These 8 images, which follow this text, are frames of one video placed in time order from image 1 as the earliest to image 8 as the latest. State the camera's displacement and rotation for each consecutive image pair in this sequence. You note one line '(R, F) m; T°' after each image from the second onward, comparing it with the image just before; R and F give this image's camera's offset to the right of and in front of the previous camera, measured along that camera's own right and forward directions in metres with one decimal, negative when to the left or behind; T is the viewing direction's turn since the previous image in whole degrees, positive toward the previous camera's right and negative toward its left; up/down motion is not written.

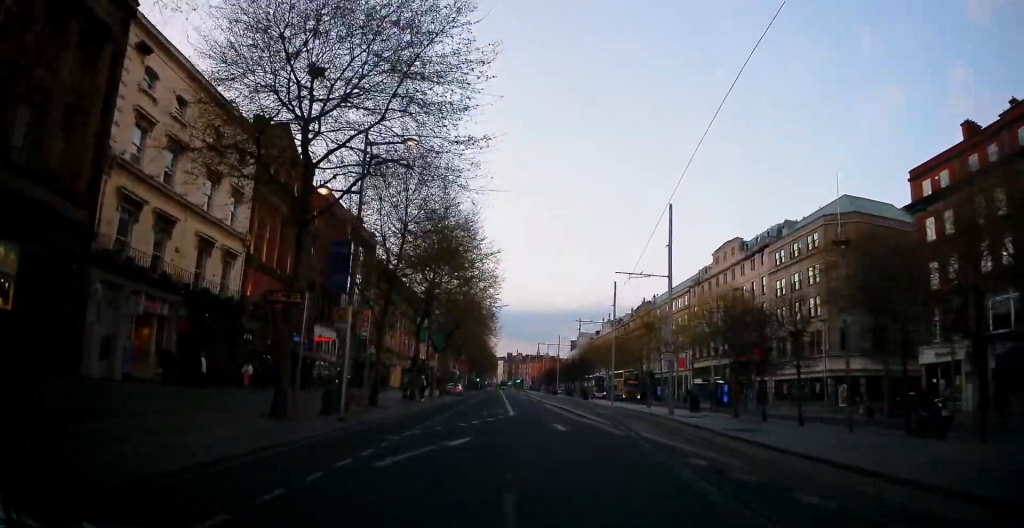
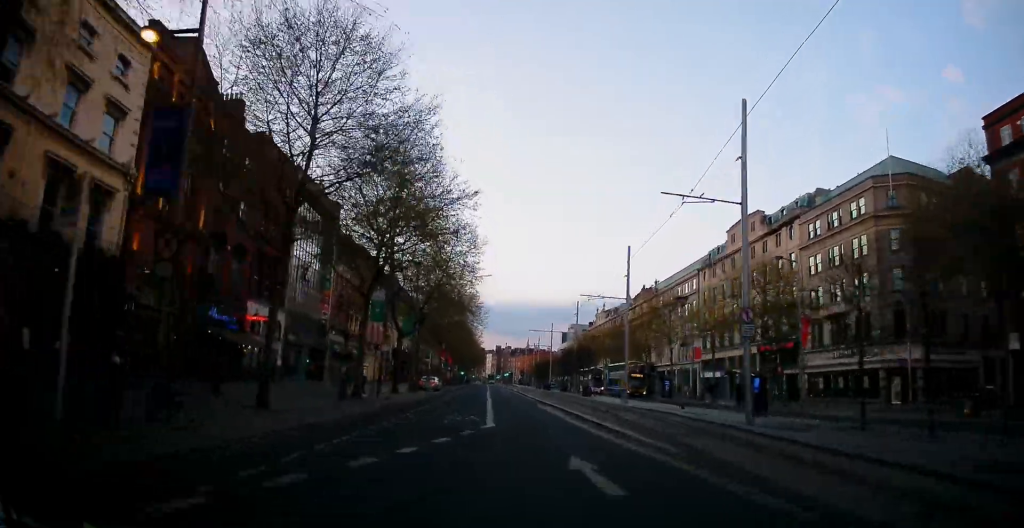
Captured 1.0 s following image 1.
(-0.1, +11.0) m; 0°
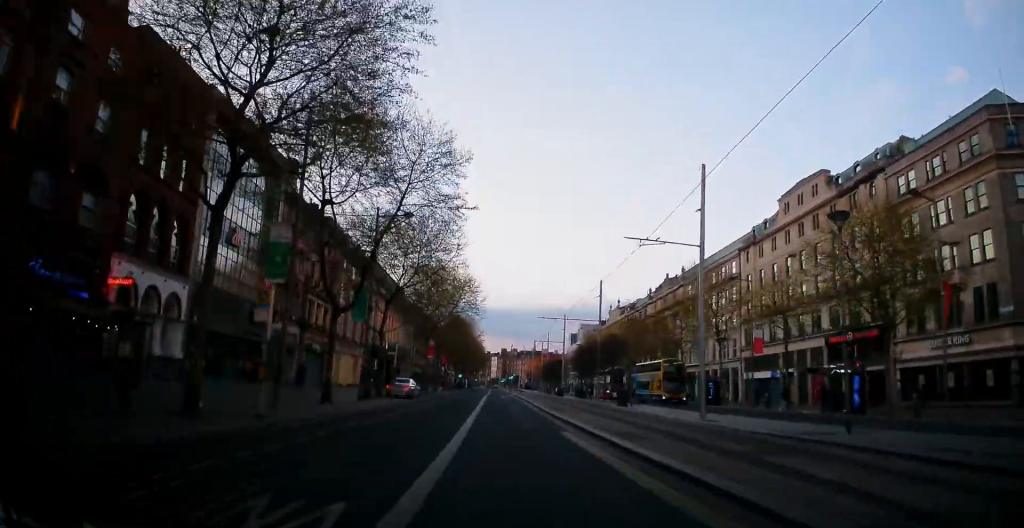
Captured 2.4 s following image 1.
(+0.3, +15.6) m; +2°
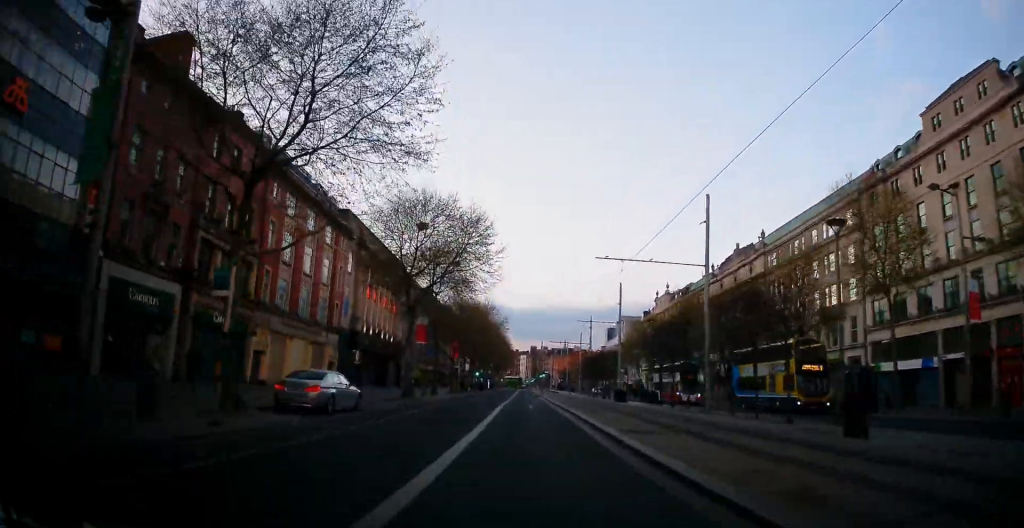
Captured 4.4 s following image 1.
(-0.8, +23.5) m; -4°
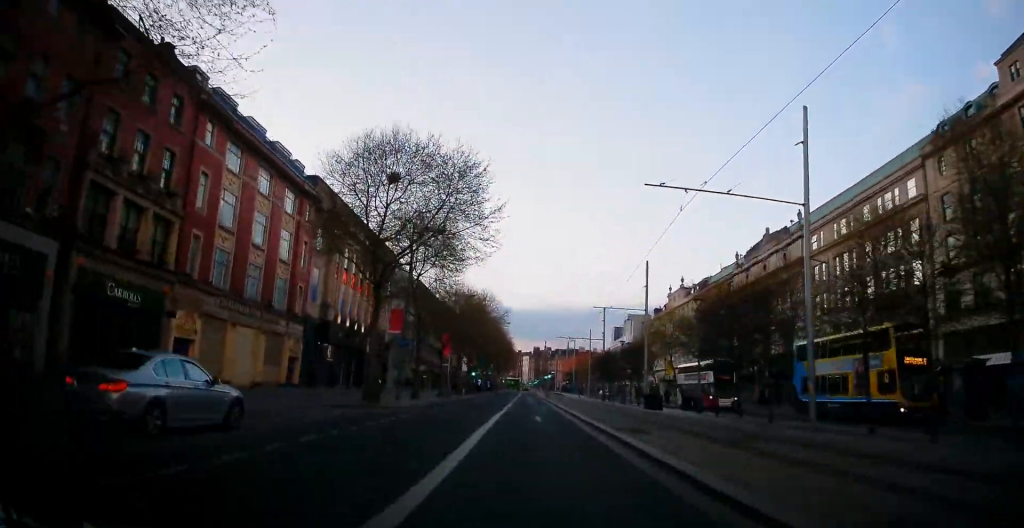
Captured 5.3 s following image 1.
(0.0, +10.2) m; 0°
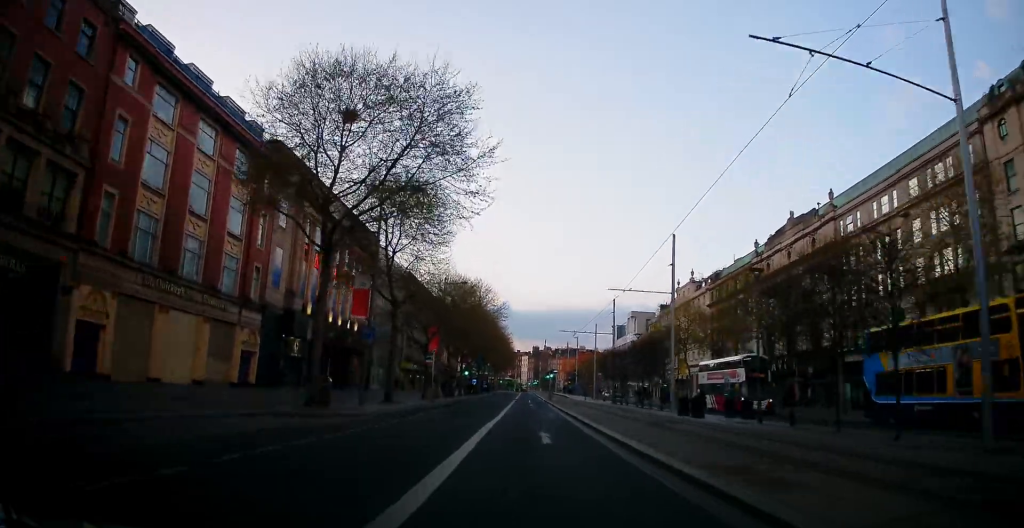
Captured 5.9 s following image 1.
(0.0, +7.4) m; 0°
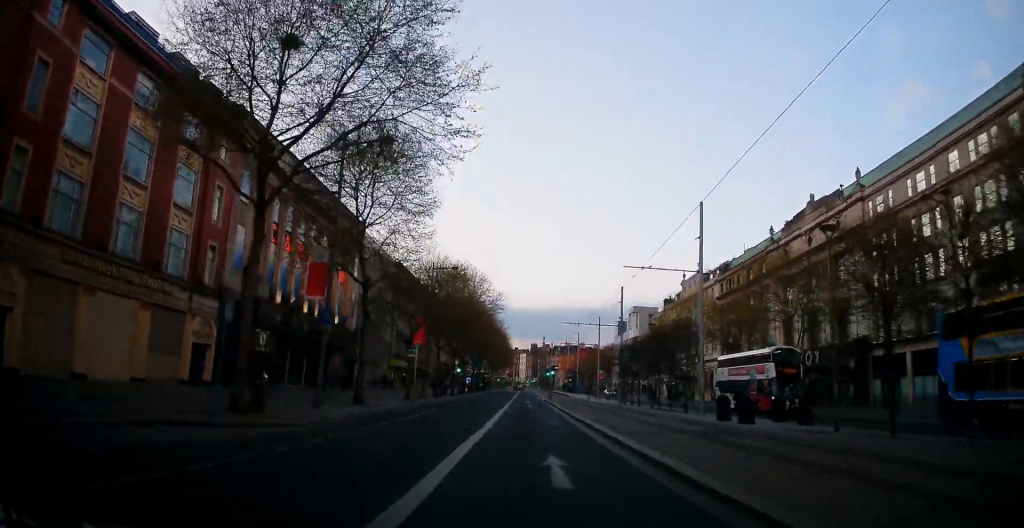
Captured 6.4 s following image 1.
(-0.2, +6.0) m; 0°
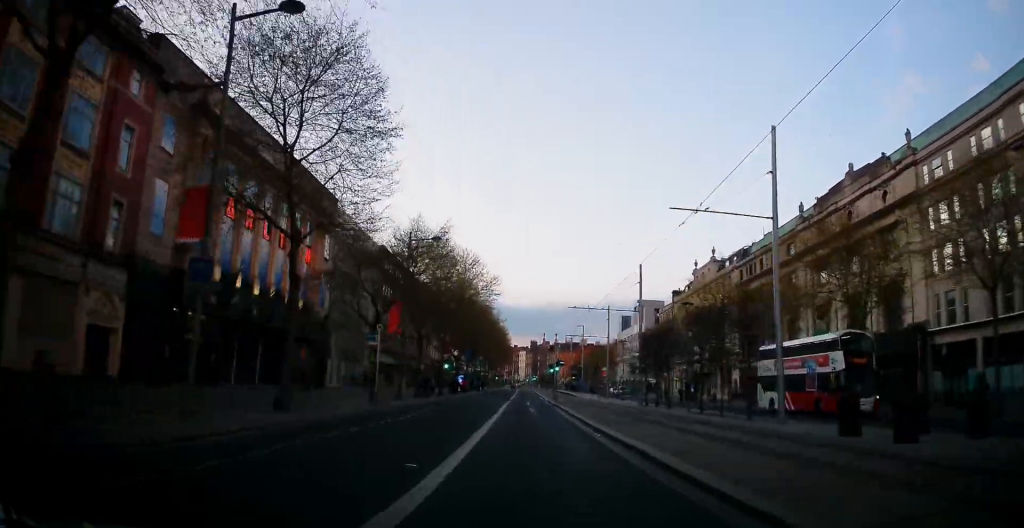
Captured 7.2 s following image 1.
(+0.2, +9.0) m; 0°
